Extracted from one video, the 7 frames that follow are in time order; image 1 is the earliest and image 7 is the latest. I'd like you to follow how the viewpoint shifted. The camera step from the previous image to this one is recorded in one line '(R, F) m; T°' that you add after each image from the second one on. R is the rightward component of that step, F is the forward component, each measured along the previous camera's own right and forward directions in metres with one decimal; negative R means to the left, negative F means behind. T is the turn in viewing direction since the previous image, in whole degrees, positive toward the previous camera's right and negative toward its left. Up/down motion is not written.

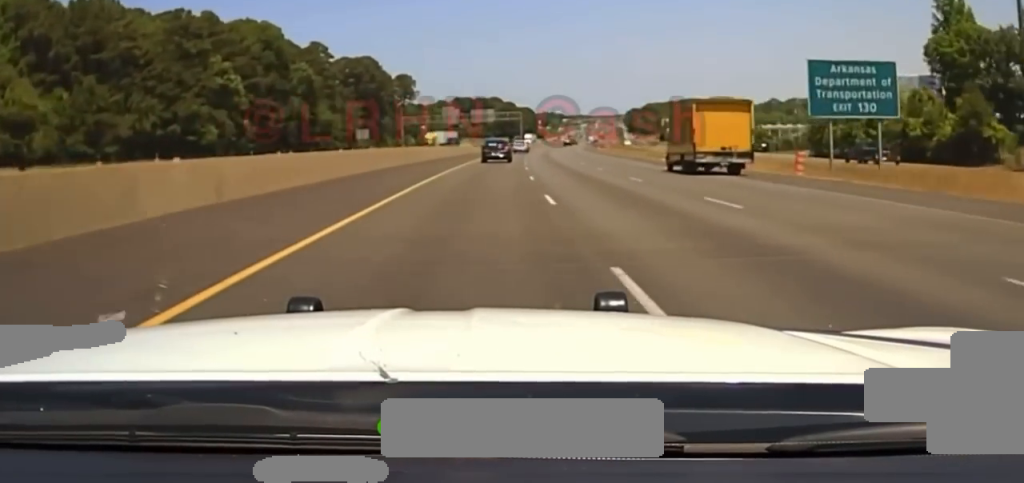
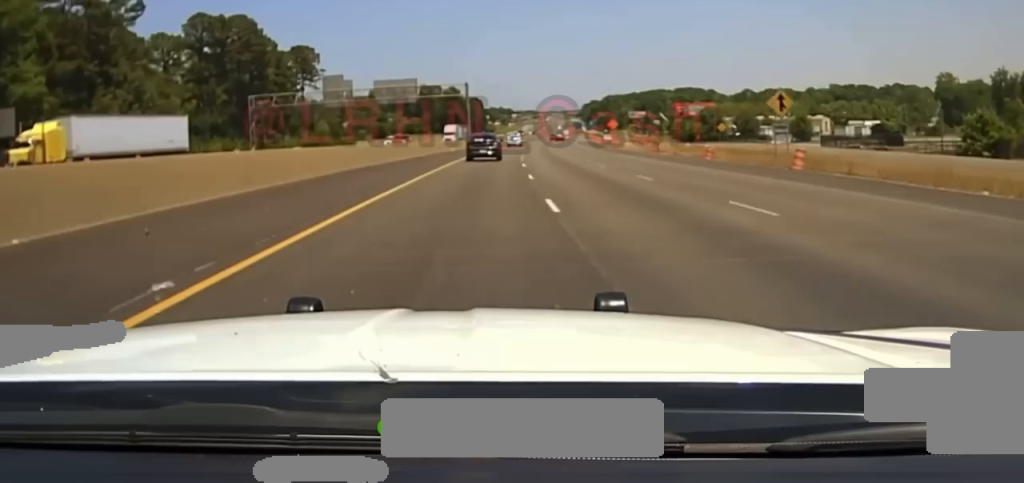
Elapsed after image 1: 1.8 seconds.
(+3.0, +102.4) m; +4°
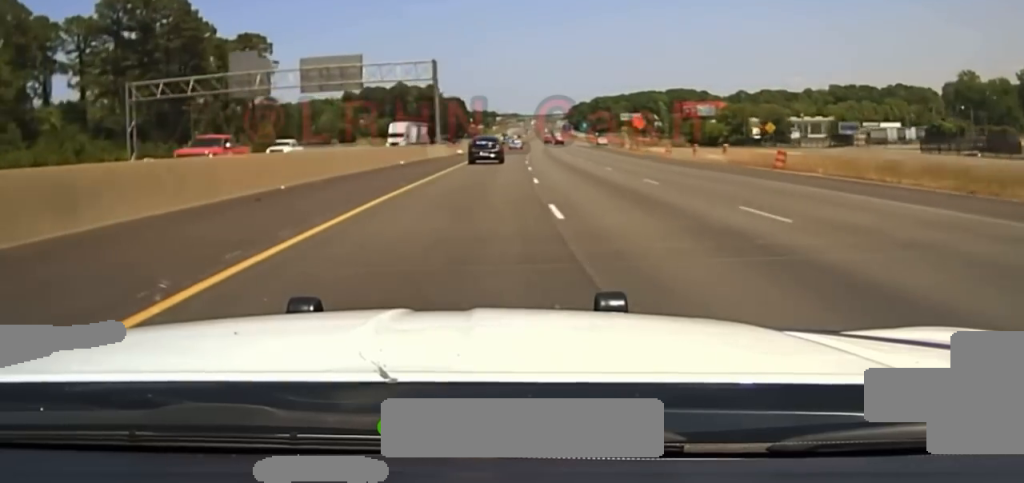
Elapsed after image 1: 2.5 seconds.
(+0.6, +39.0) m; +1°
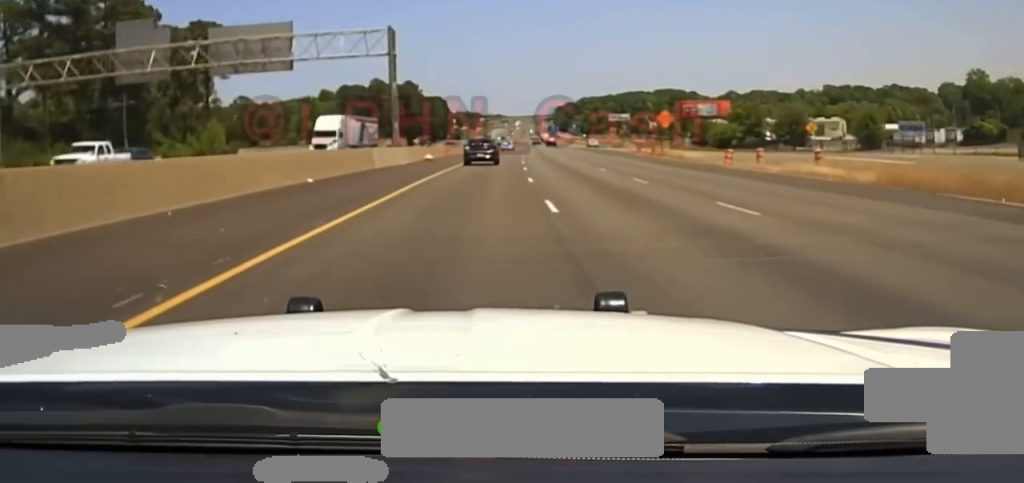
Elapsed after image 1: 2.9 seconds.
(+0.2, +24.0) m; +1°
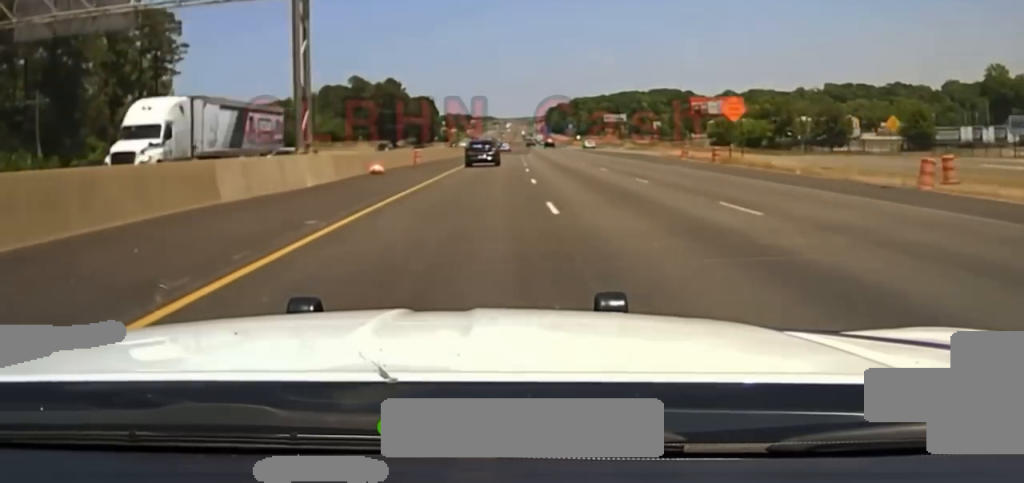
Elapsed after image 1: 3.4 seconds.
(+0.1, +25.1) m; +1°
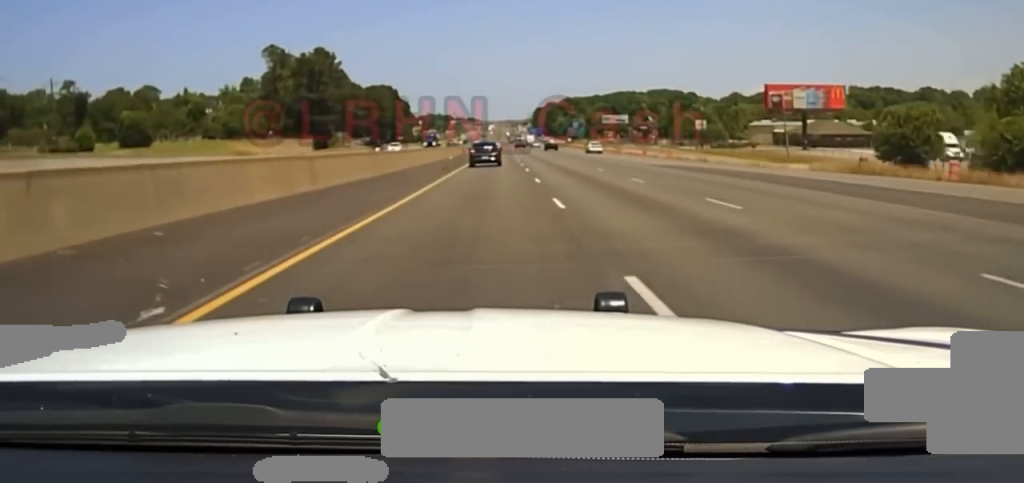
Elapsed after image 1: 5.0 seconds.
(+1.6, +81.9) m; +3°
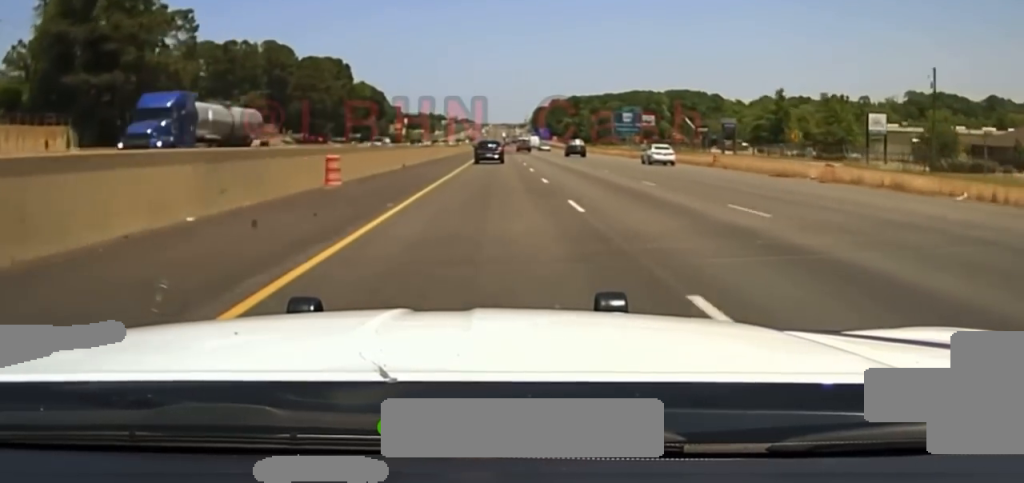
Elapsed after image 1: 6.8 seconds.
(+0.2, +95.9) m; 0°
